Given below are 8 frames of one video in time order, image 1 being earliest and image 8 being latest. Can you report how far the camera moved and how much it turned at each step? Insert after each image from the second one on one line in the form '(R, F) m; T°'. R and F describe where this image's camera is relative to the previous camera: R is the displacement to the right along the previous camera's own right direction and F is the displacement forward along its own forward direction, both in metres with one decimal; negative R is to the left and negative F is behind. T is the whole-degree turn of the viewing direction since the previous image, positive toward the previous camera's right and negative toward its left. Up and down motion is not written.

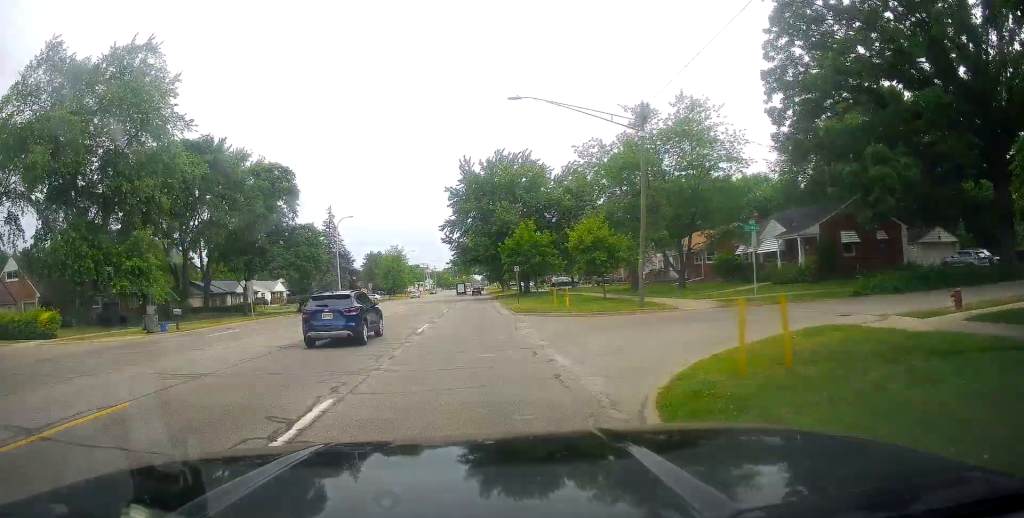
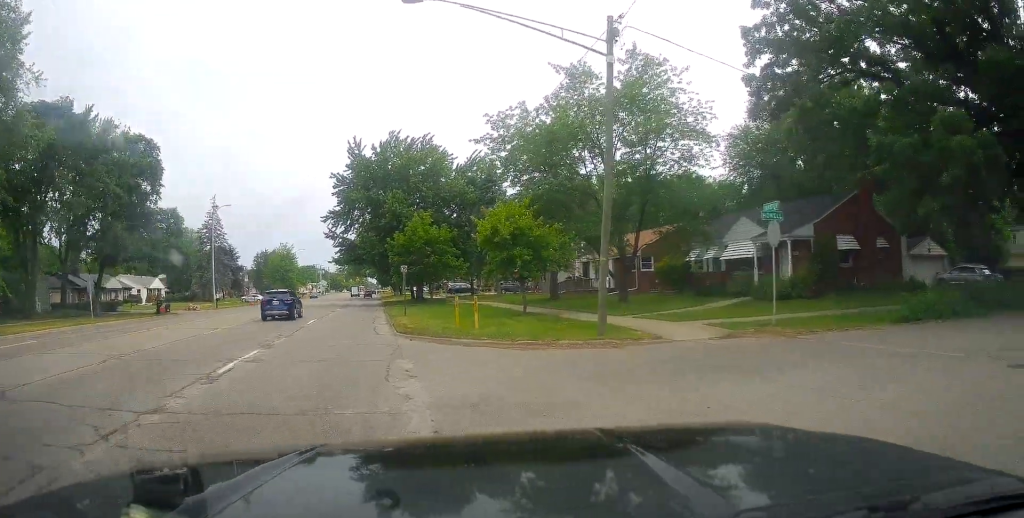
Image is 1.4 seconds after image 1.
(+1.6, +12.2) m; +10°
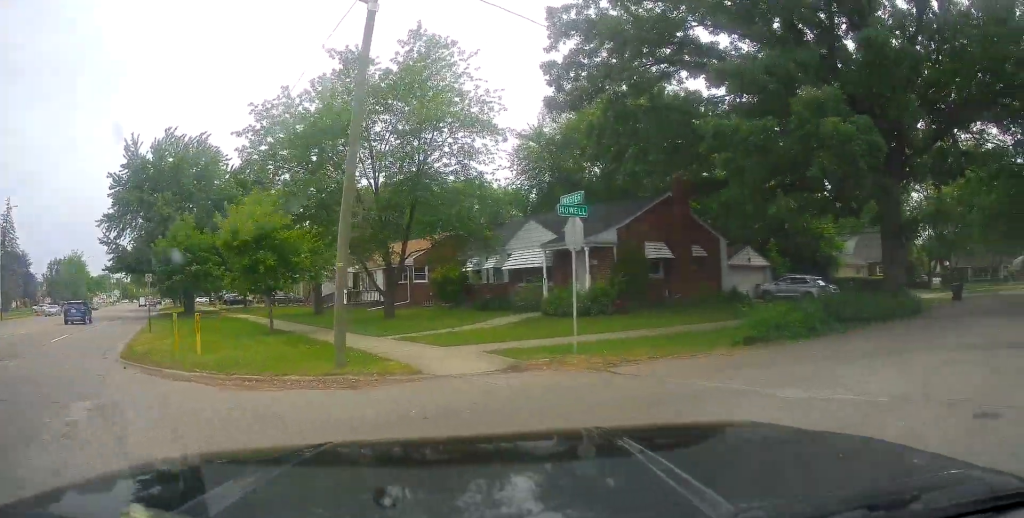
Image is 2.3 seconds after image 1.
(-0.4, +5.5) m; +14°
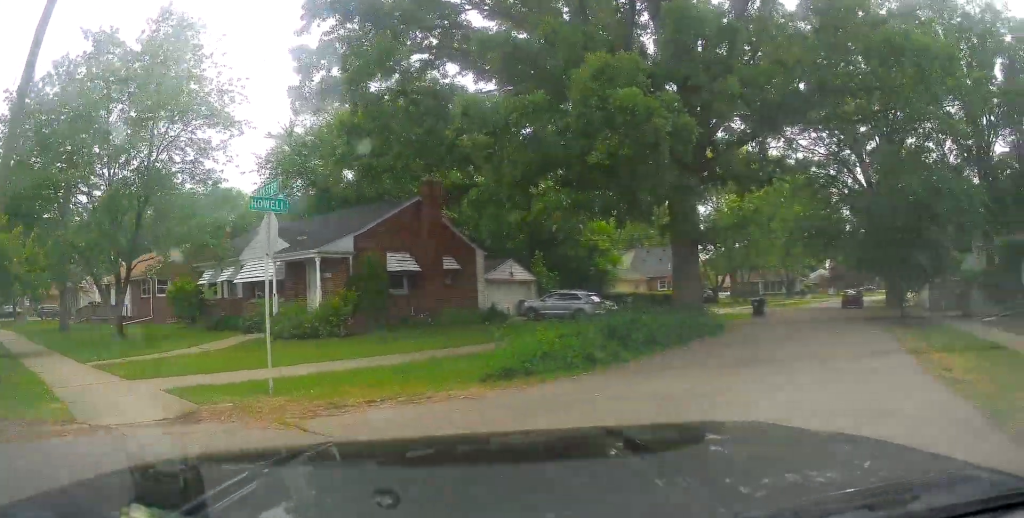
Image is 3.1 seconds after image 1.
(+1.4, +4.0) m; +29°
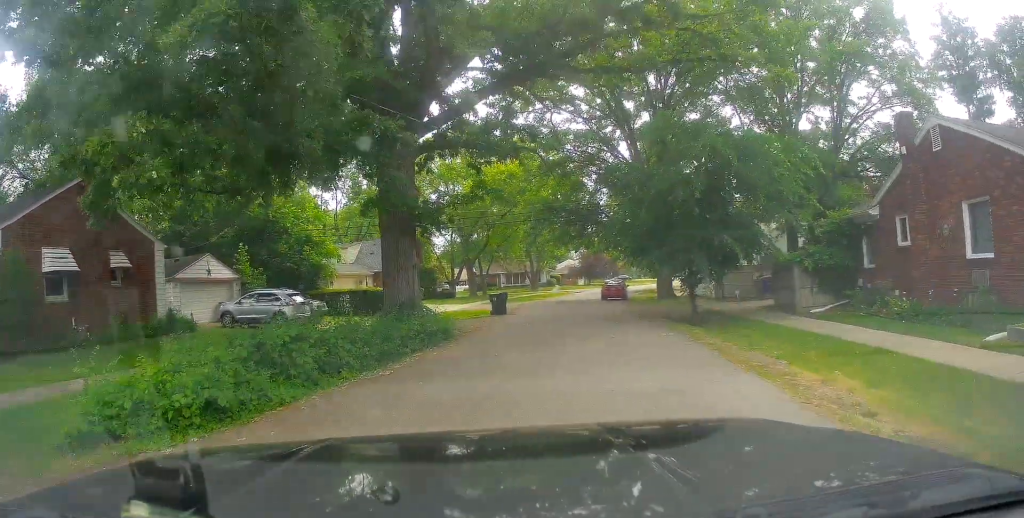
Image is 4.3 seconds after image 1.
(+1.9, +5.6) m; +28°
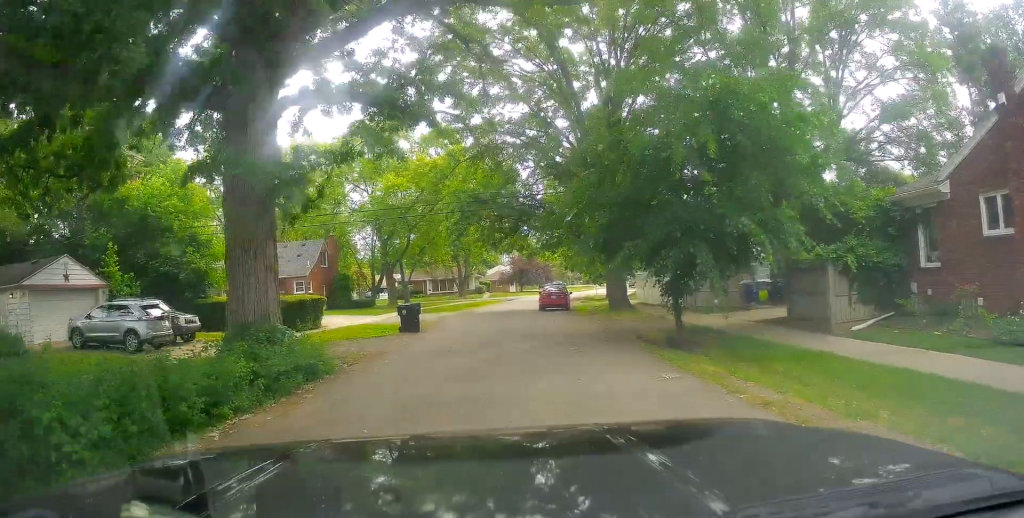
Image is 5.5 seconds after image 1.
(+0.6, +6.7) m; +4°
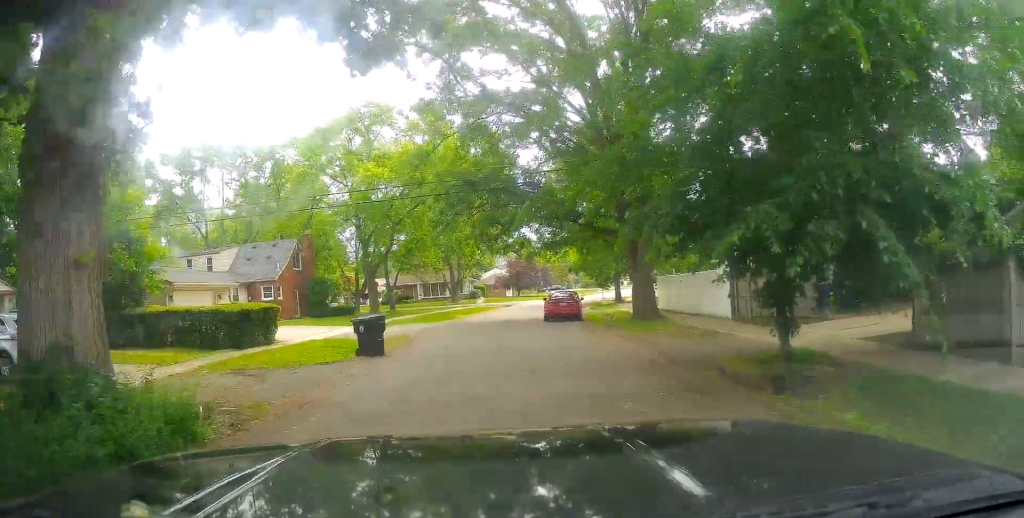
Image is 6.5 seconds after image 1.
(-0.1, +6.1) m; +2°
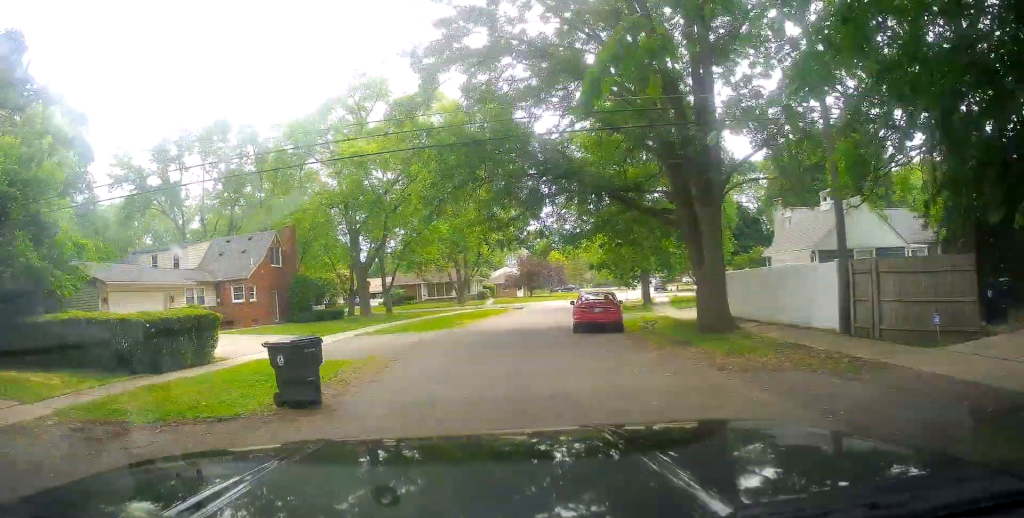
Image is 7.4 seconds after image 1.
(+0.3, +6.1) m; +3°
